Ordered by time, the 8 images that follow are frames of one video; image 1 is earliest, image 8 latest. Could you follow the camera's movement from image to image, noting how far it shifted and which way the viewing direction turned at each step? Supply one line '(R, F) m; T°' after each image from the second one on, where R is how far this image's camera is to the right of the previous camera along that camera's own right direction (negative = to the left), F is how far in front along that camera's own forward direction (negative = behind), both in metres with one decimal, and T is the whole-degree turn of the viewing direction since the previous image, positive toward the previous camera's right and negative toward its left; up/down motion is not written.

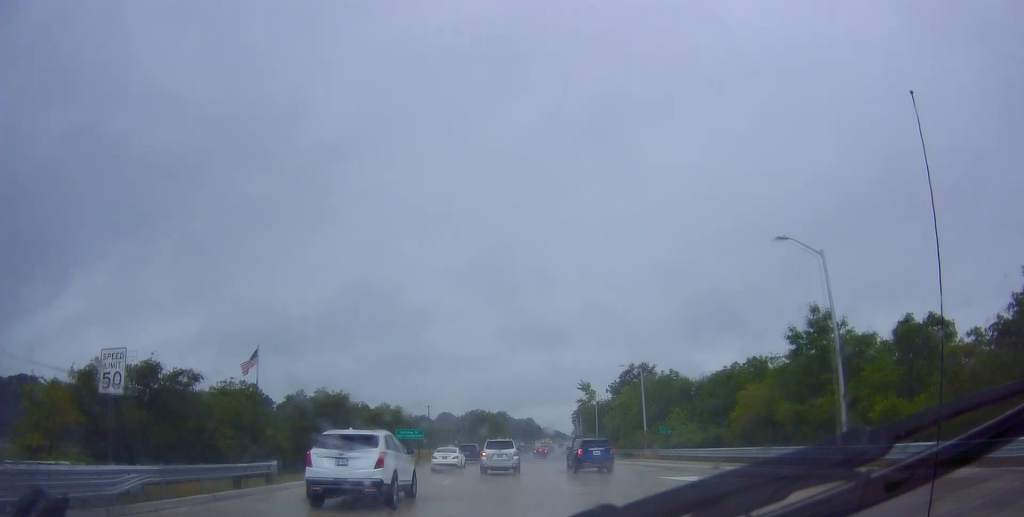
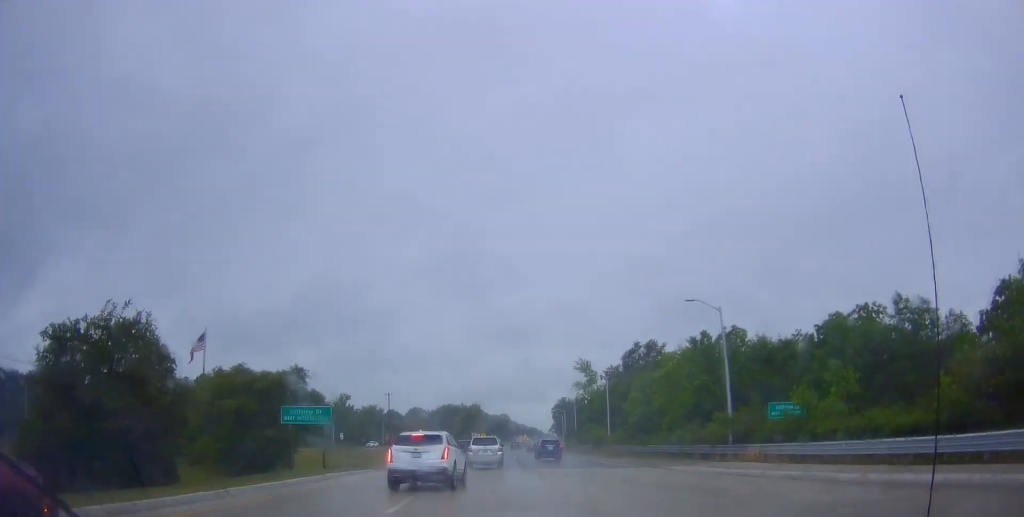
(-0.7, +25.1) m; -1°
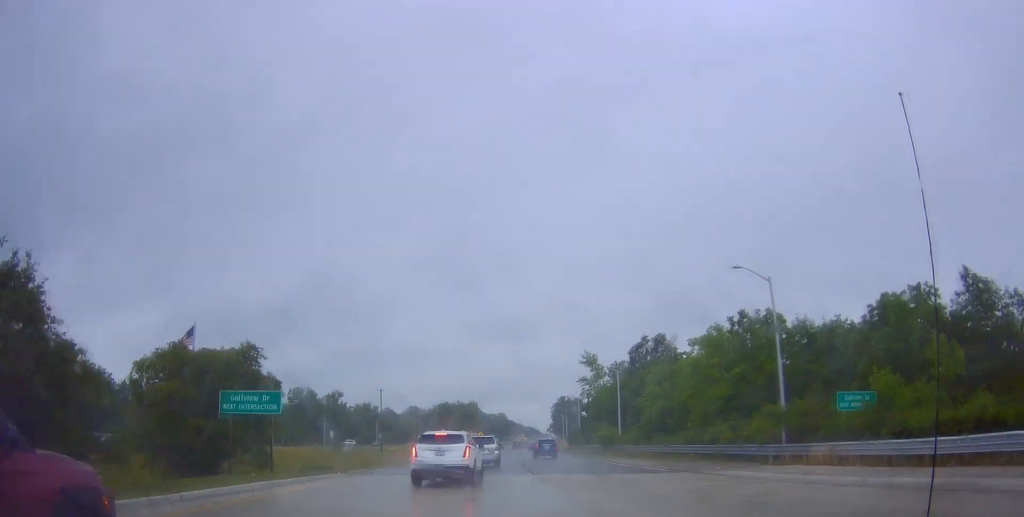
(-0.2, +6.6) m; +1°
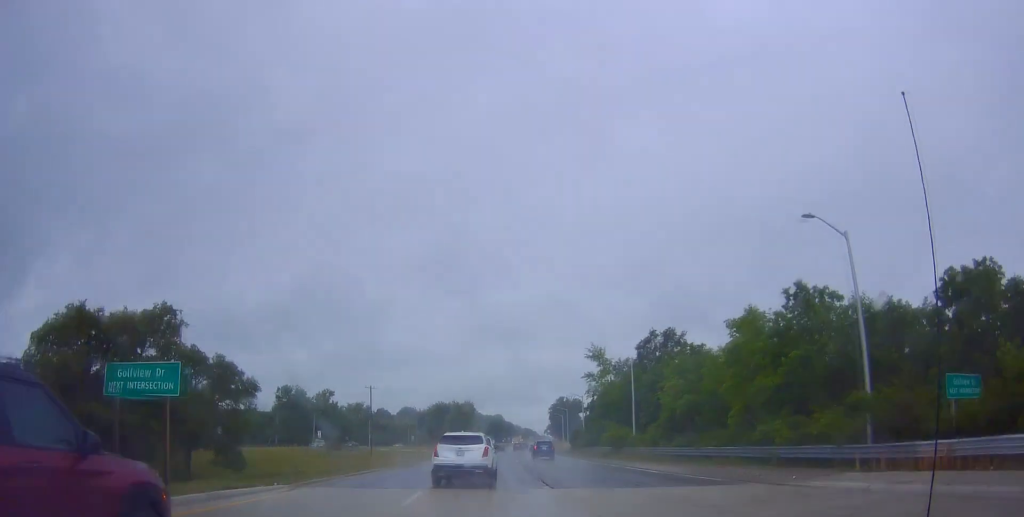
(+0.3, +7.2) m; 0°
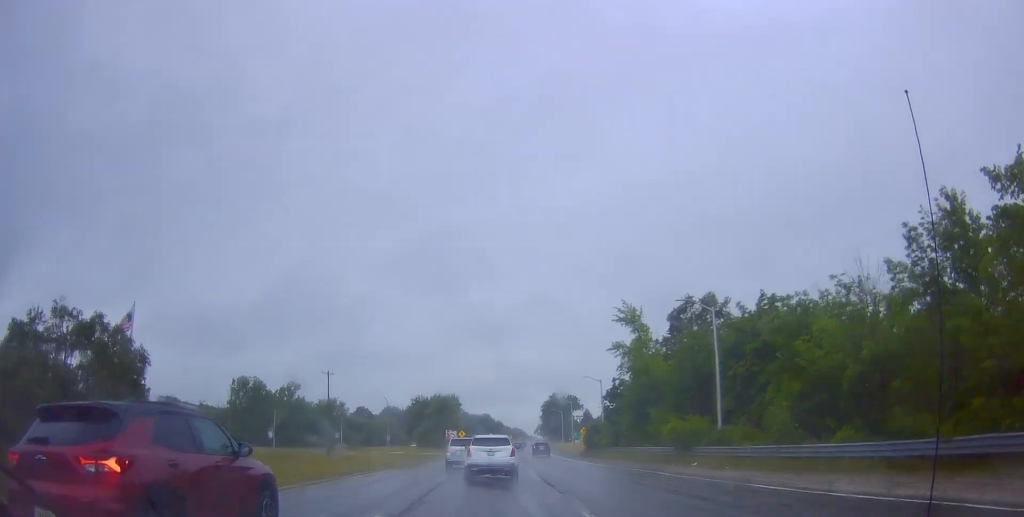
(-0.1, +22.4) m; 0°
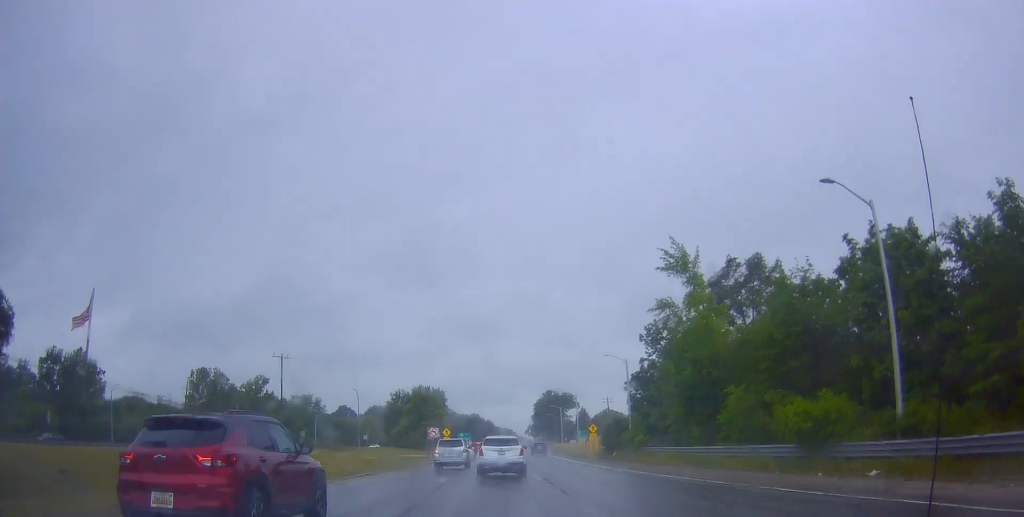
(+0.6, +16.4) m; +2°
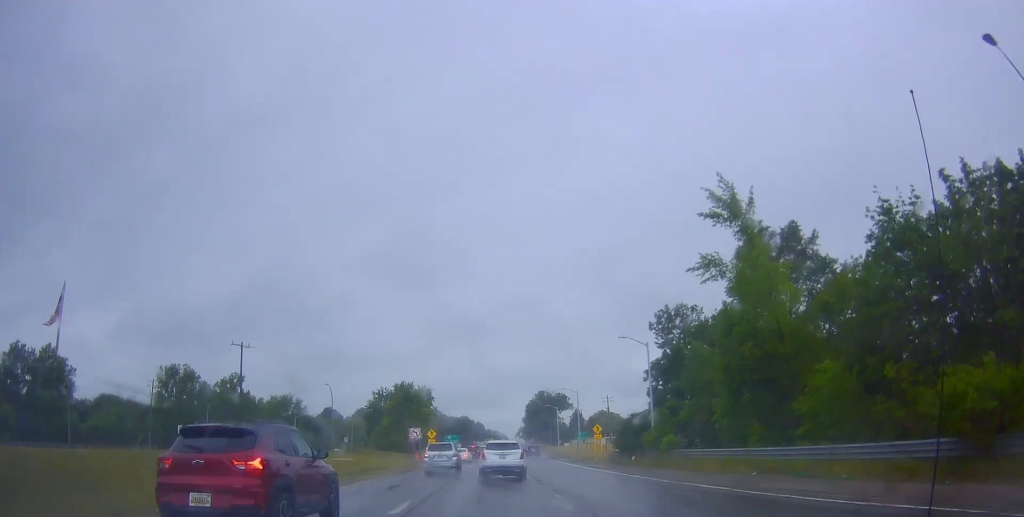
(0.0, +9.6) m; +1°
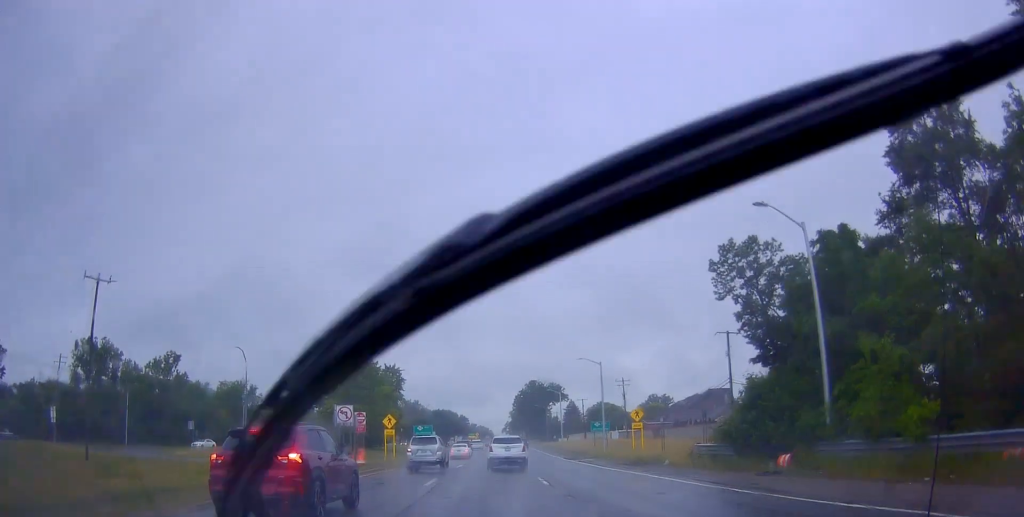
(+0.9, +23.9) m; +3°
